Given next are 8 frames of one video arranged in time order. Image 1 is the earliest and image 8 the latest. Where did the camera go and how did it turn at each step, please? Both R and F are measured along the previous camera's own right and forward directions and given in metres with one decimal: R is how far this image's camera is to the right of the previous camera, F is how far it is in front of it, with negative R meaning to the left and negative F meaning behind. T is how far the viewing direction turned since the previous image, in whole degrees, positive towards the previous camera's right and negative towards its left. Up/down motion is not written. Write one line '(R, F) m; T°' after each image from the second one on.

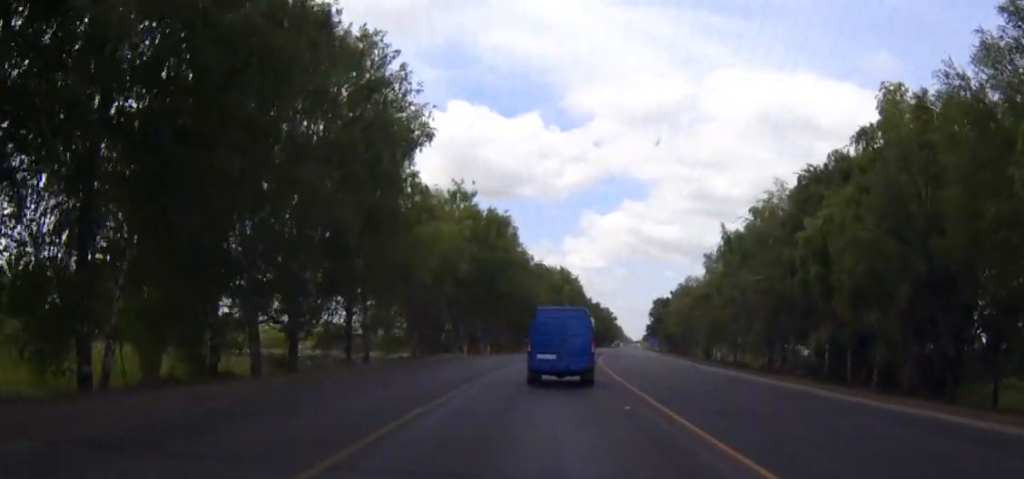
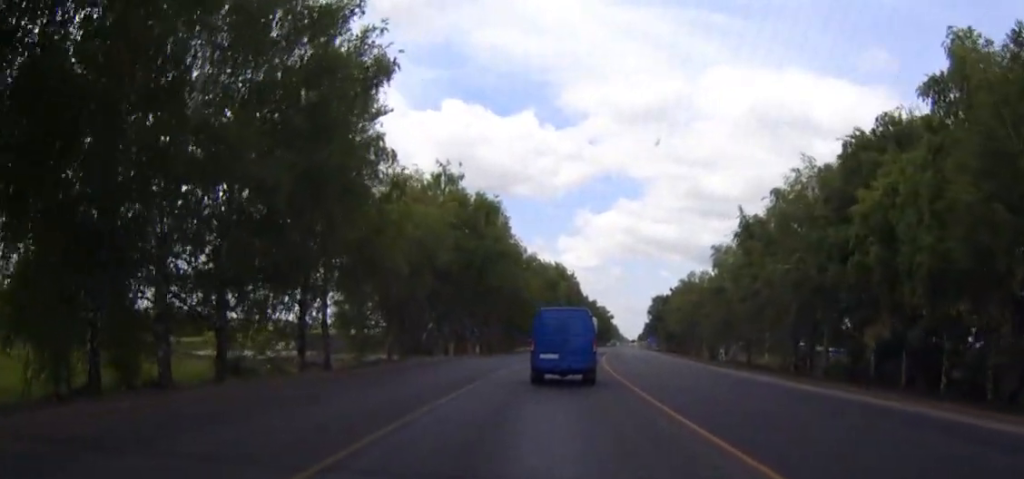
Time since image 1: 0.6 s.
(+0.1, +9.1) m; 0°
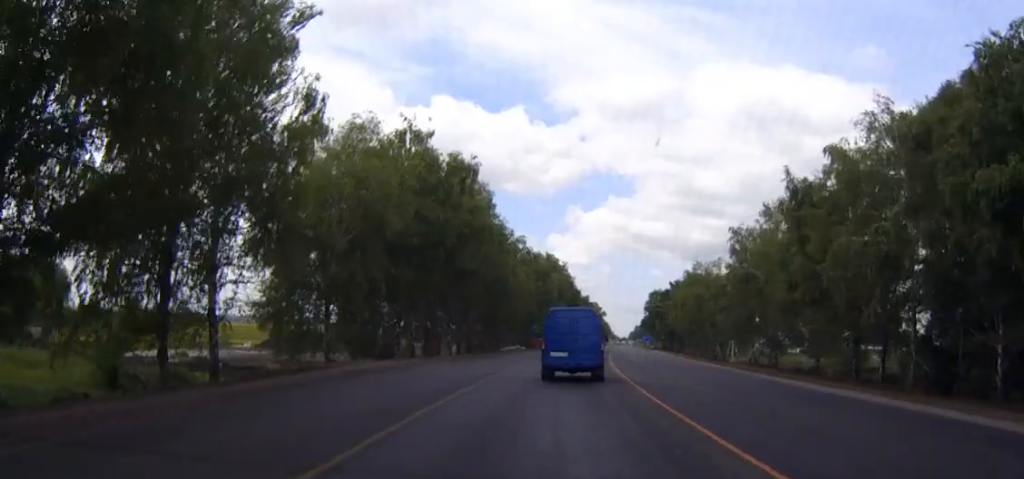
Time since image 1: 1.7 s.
(0.0, +15.6) m; 0°
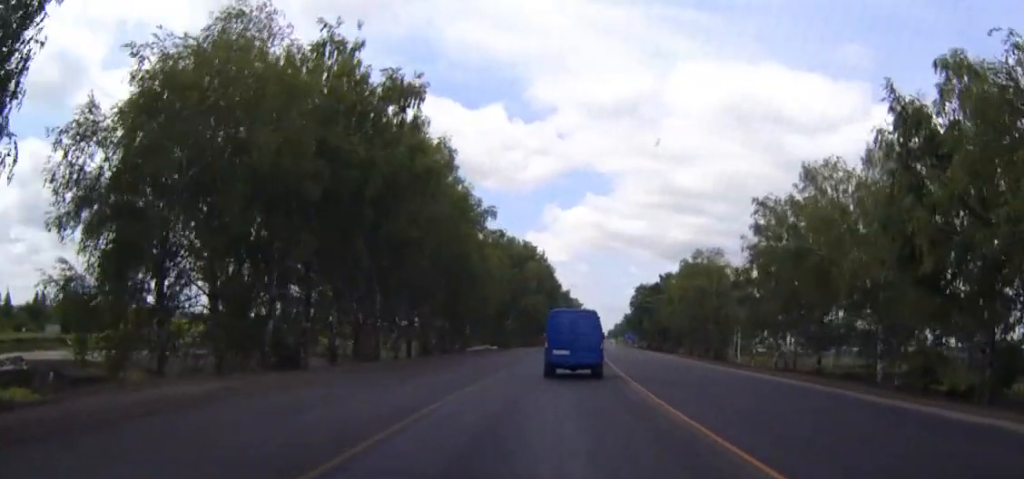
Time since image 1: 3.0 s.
(+0.2, +19.3) m; +2°
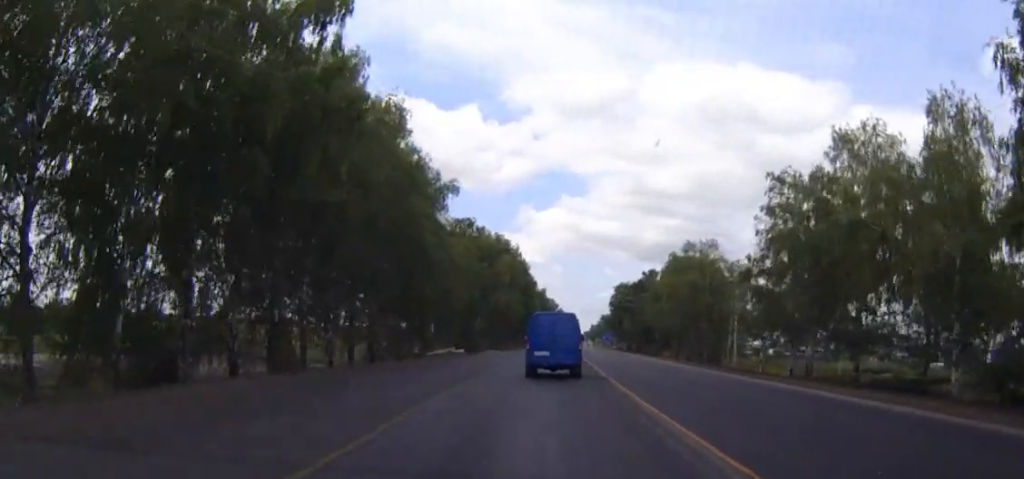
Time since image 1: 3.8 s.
(+0.2, +12.5) m; +2°
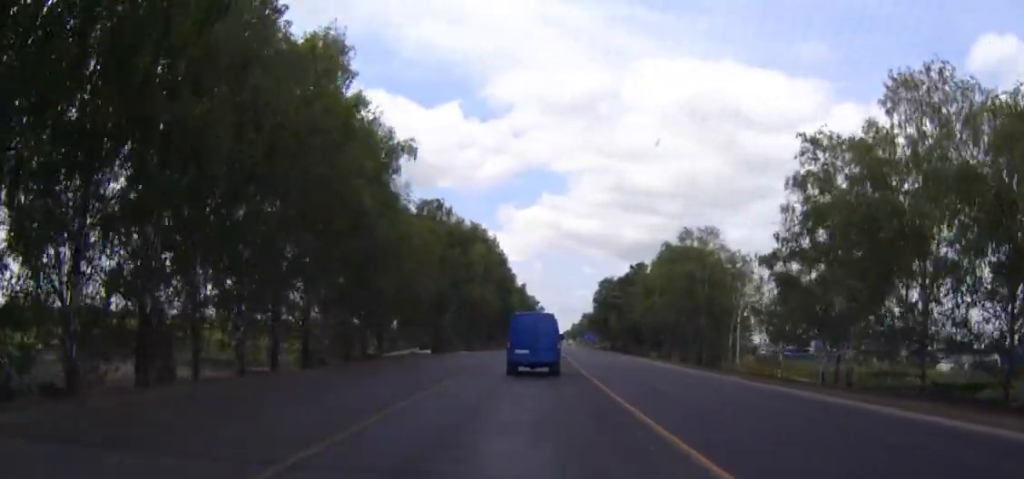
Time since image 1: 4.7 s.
(+0.3, +12.7) m; +1°
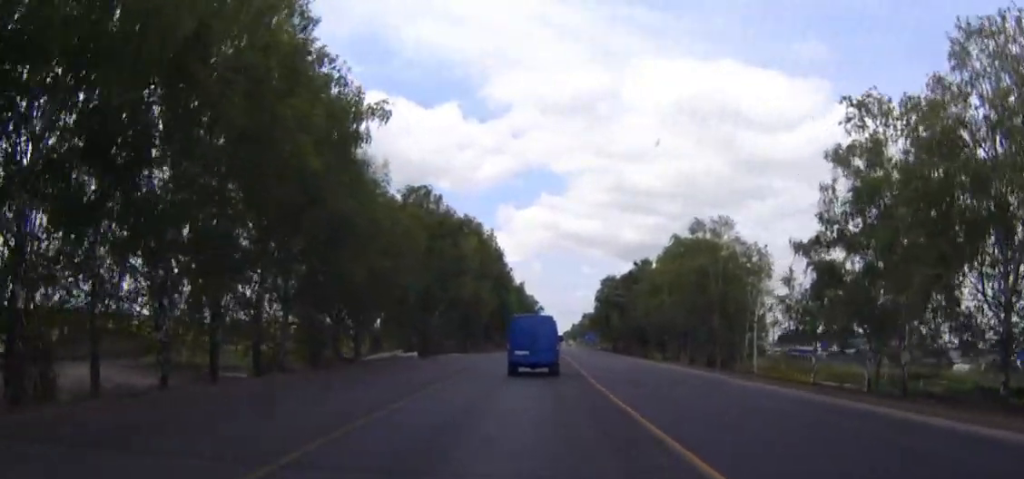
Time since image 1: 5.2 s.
(+0.1, +8.2) m; 0°
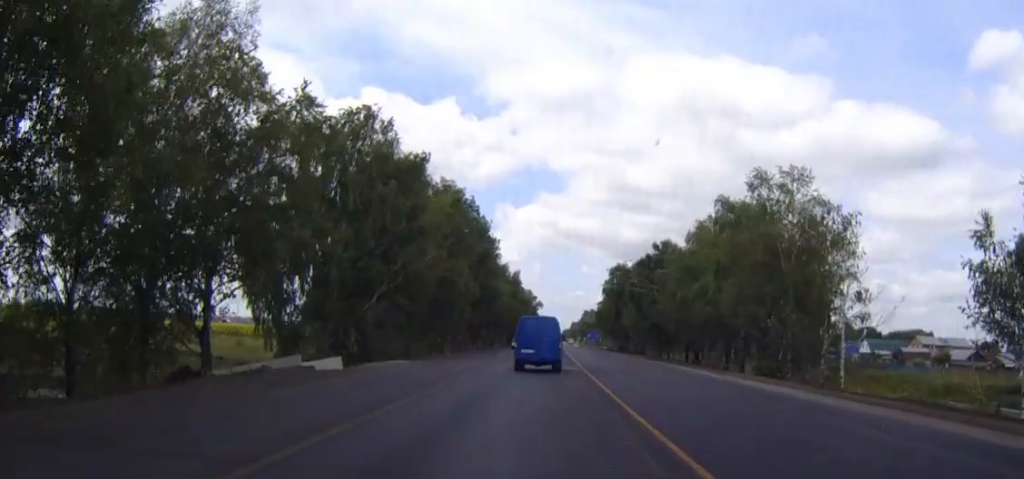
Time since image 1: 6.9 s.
(-0.3, +26.9) m; -1°
